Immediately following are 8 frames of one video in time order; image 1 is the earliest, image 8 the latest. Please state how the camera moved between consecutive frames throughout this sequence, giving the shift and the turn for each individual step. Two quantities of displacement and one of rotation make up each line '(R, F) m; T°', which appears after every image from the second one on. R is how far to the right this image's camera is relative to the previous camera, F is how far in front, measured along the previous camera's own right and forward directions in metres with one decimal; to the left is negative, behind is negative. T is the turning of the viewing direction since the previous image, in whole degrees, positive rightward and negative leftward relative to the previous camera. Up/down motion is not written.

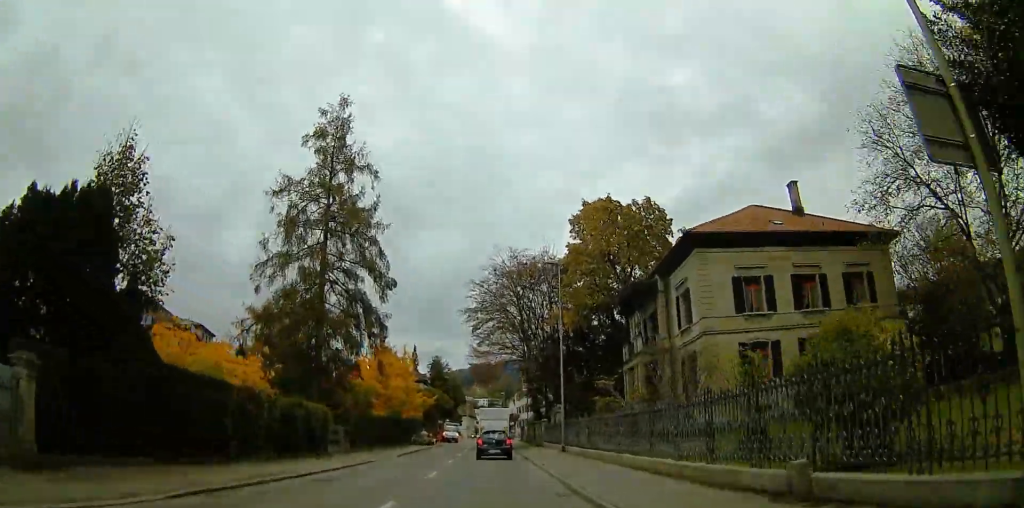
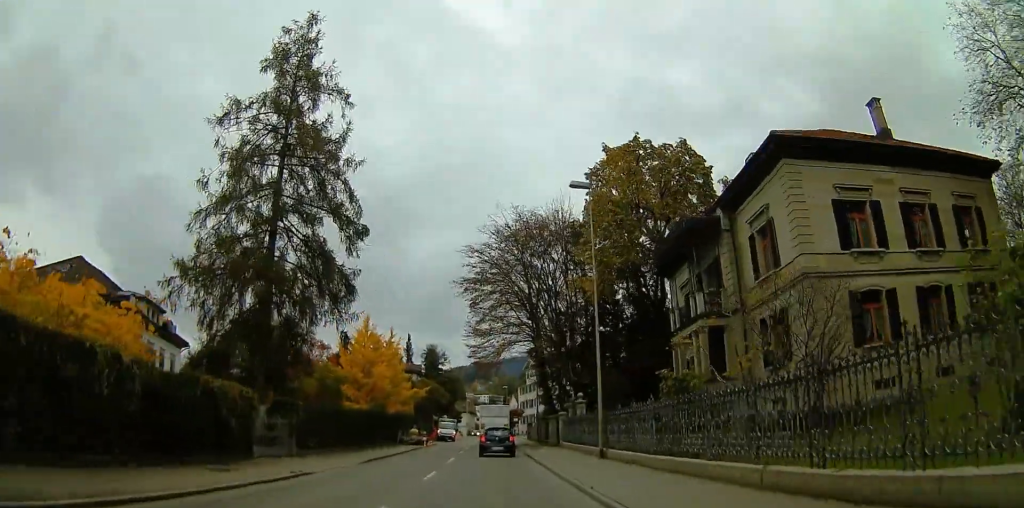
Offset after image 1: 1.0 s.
(0.0, +10.2) m; +1°
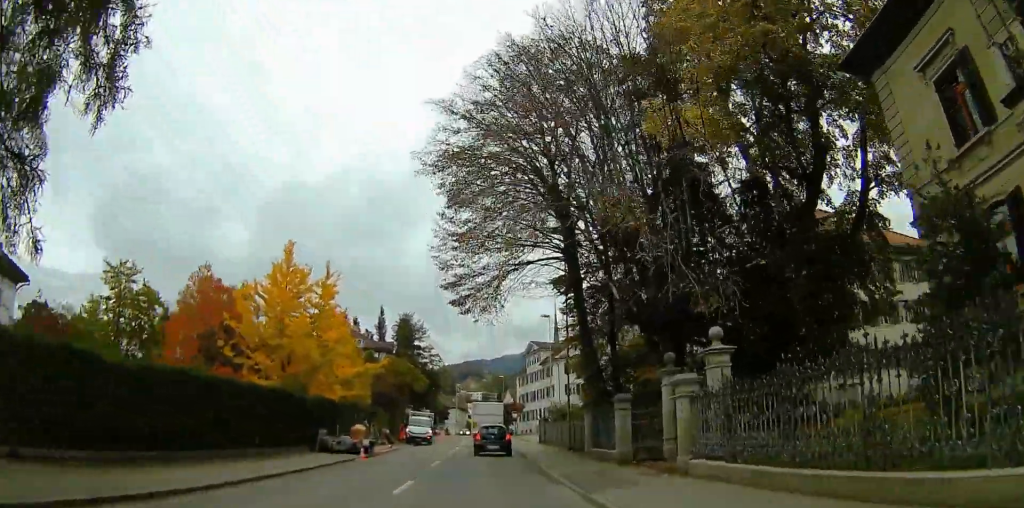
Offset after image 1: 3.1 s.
(+0.2, +21.6) m; +1°
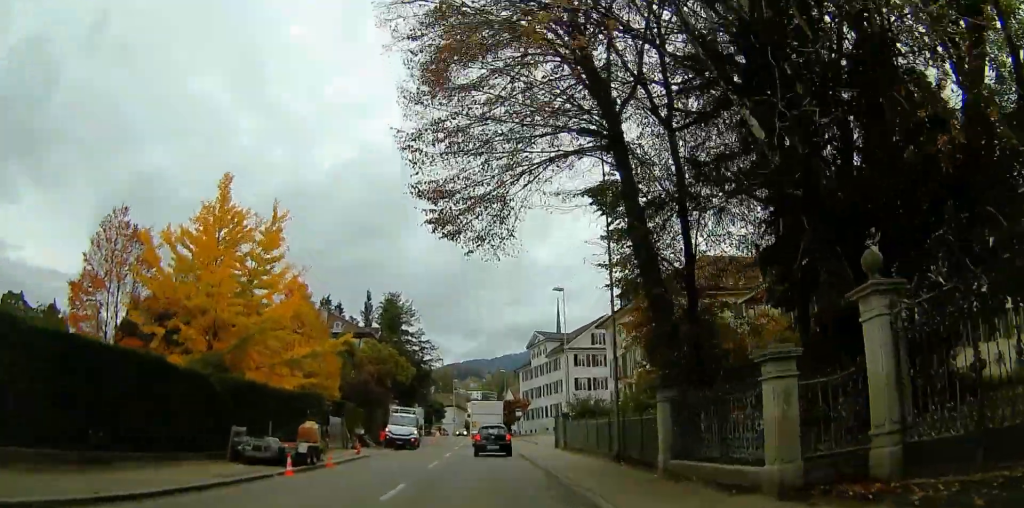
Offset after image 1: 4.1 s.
(0.0, +9.9) m; 0°
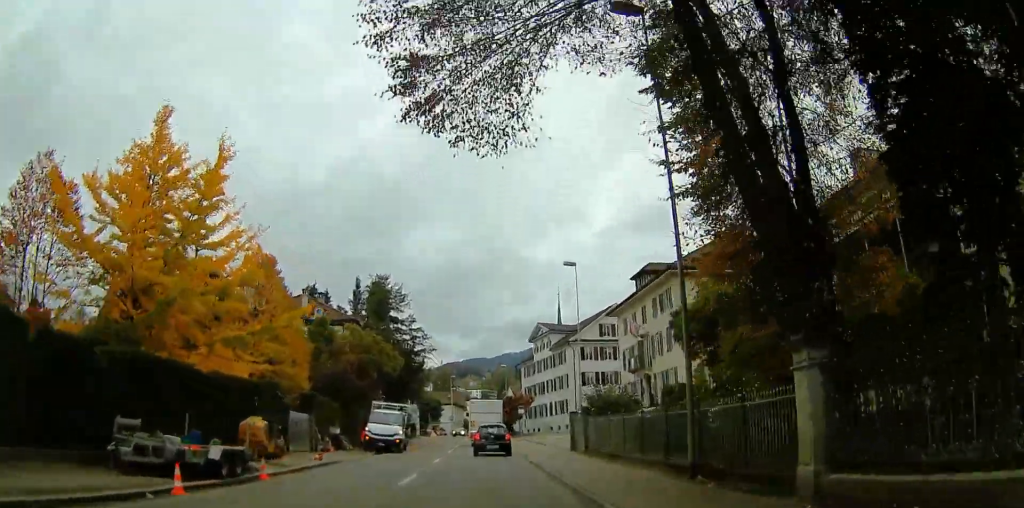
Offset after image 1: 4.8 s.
(0.0, +6.4) m; 0°
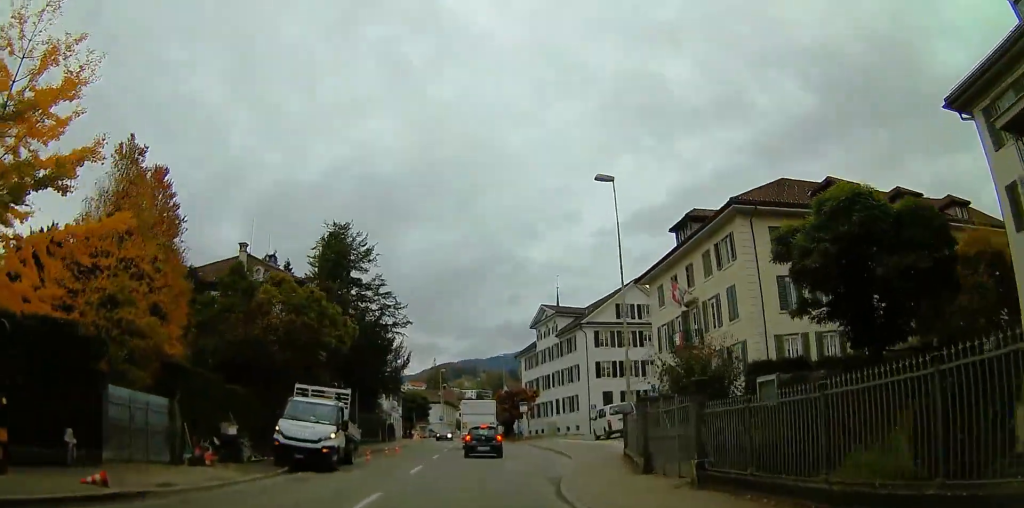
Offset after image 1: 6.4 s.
(+0.6, +13.0) m; +6°
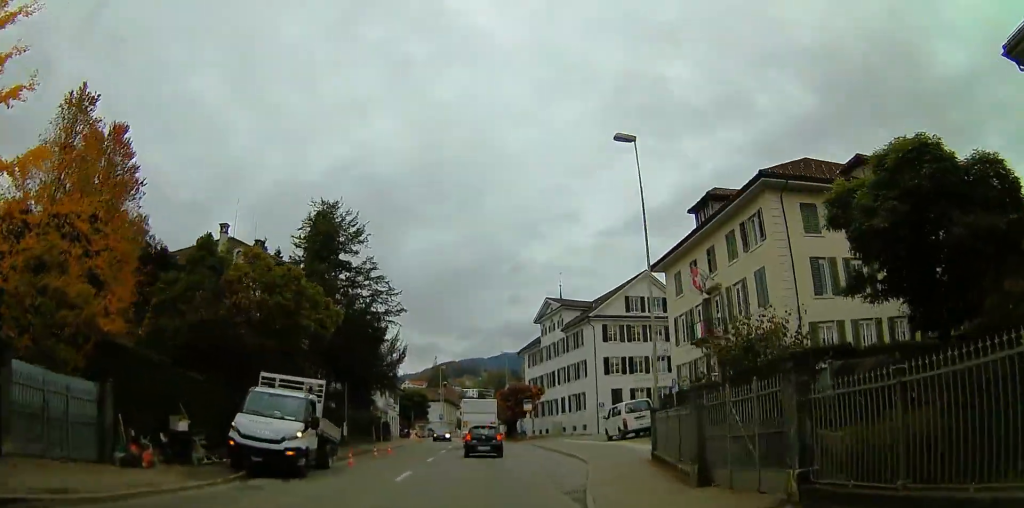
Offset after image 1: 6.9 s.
(+0.1, +3.6) m; +1°
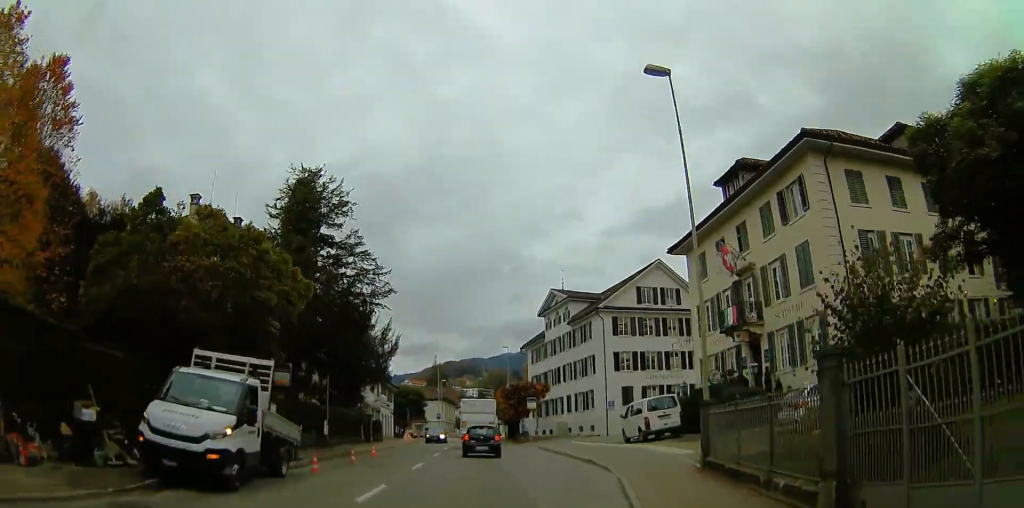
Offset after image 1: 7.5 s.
(+0.1, +4.4) m; -4°
